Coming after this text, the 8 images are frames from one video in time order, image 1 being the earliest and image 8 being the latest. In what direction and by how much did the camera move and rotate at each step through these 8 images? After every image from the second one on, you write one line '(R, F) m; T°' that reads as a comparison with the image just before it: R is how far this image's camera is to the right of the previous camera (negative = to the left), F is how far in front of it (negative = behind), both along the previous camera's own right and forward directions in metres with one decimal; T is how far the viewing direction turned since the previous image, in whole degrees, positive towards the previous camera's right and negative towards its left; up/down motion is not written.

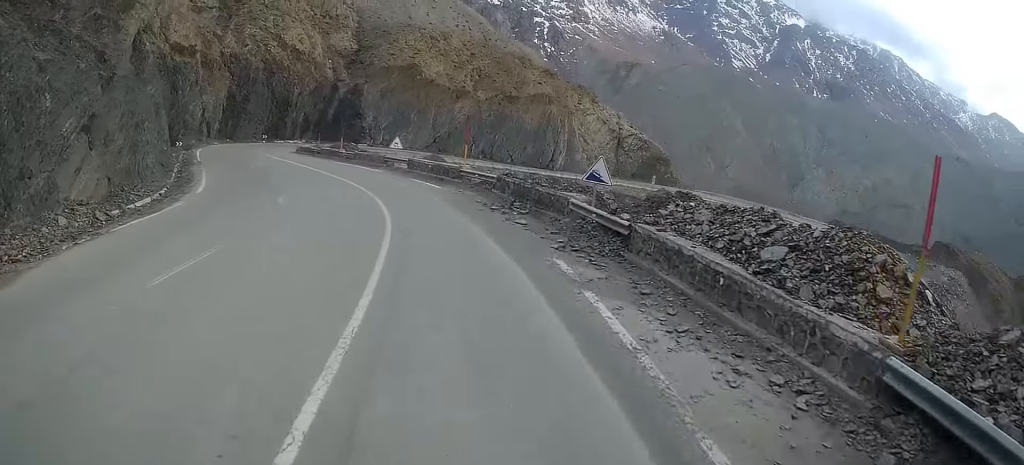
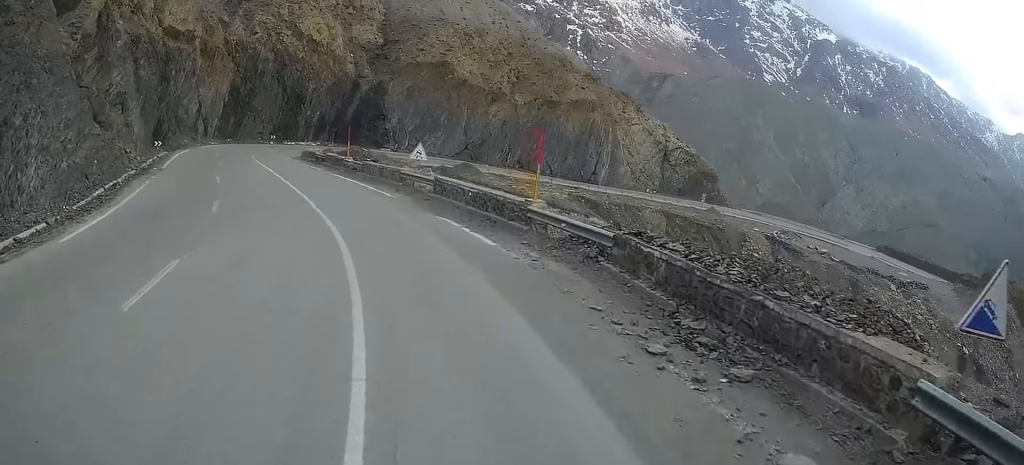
(-0.2, +13.2) m; -2°
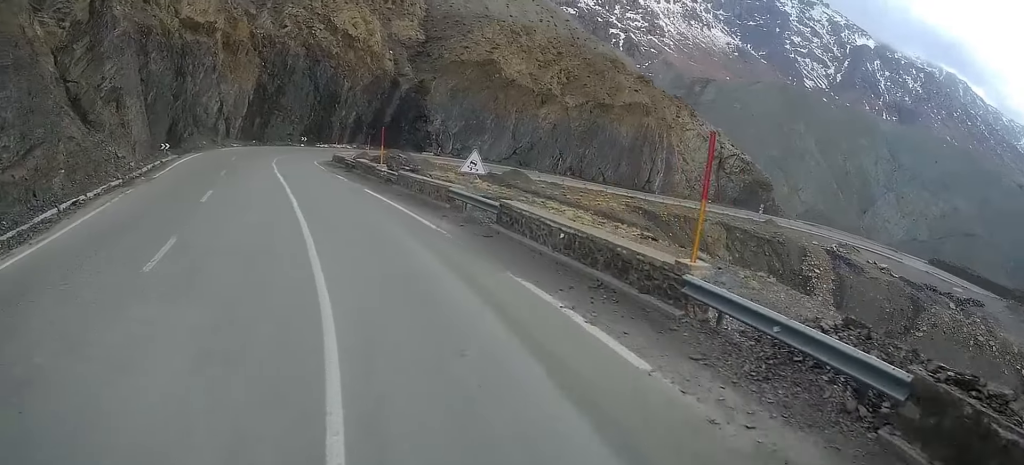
(-0.1, +7.1) m; +1°
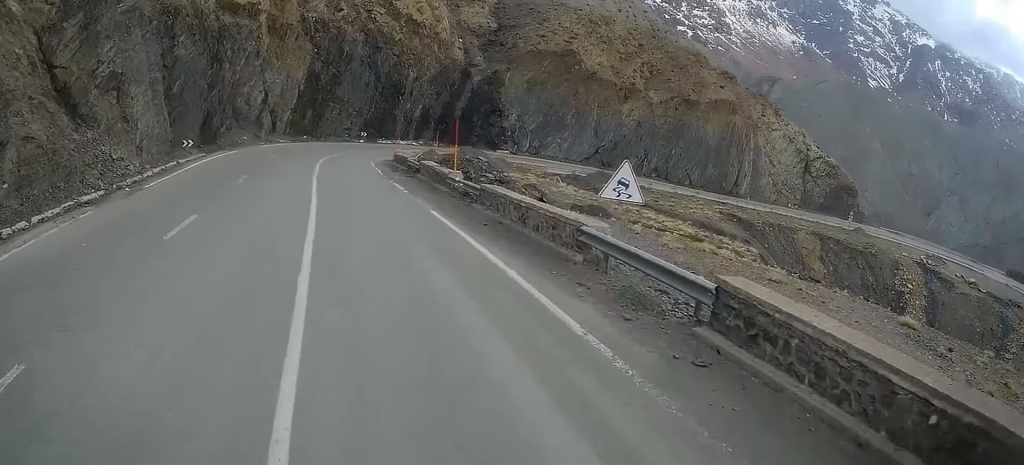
(+0.1, +8.1) m; 0°
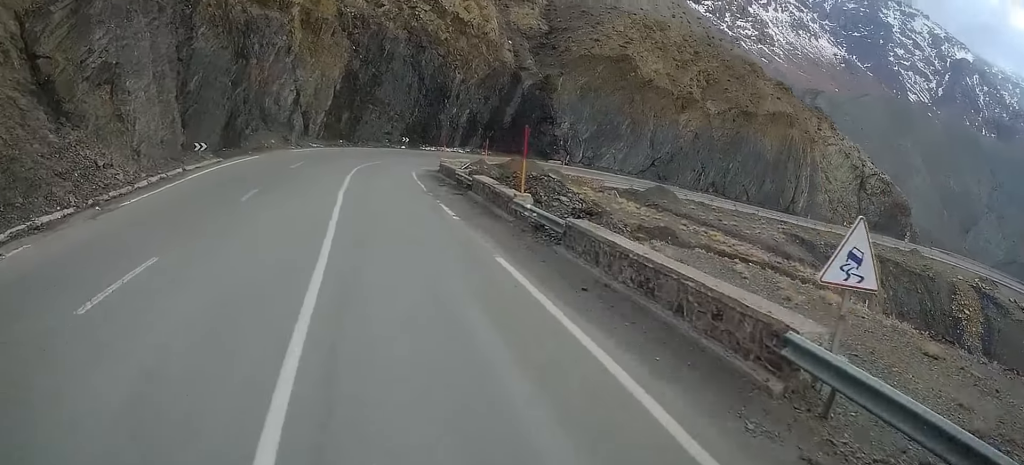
(+0.5, +5.2) m; -2°
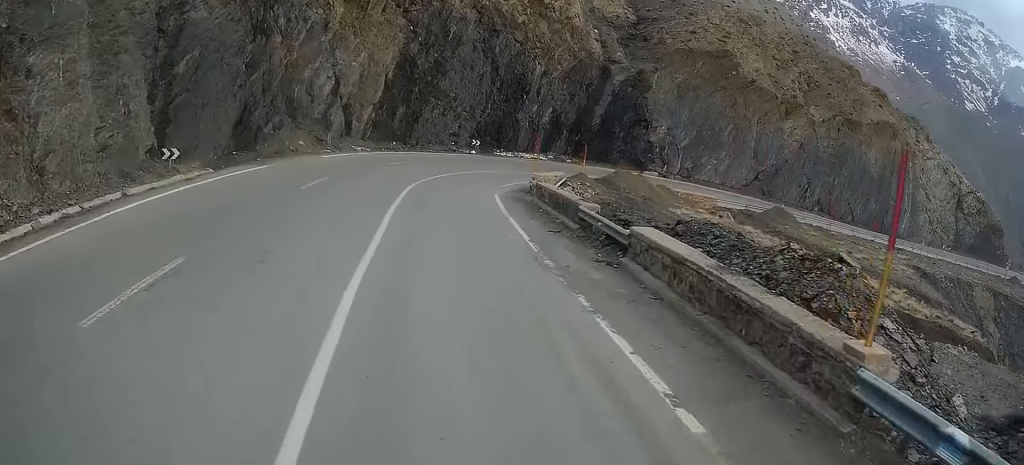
(-1.6, +11.7) m; -11°
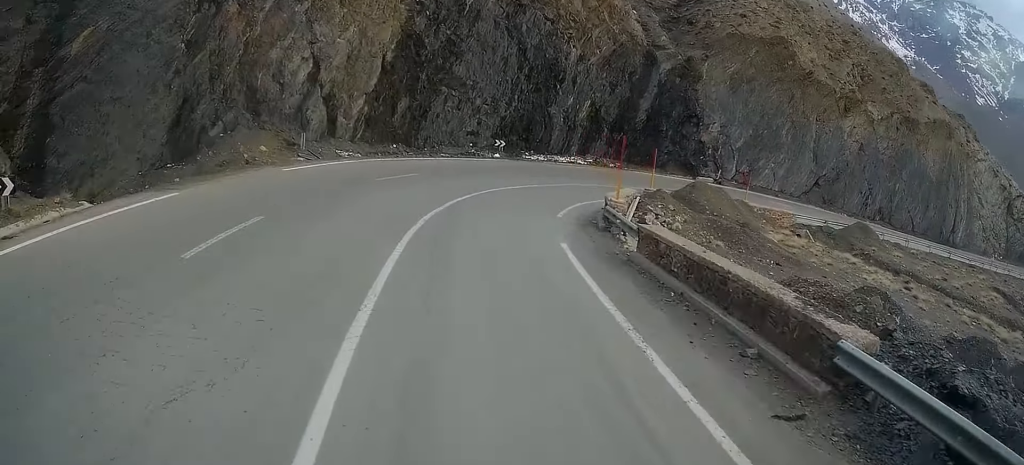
(-0.2, +10.8) m; 0°
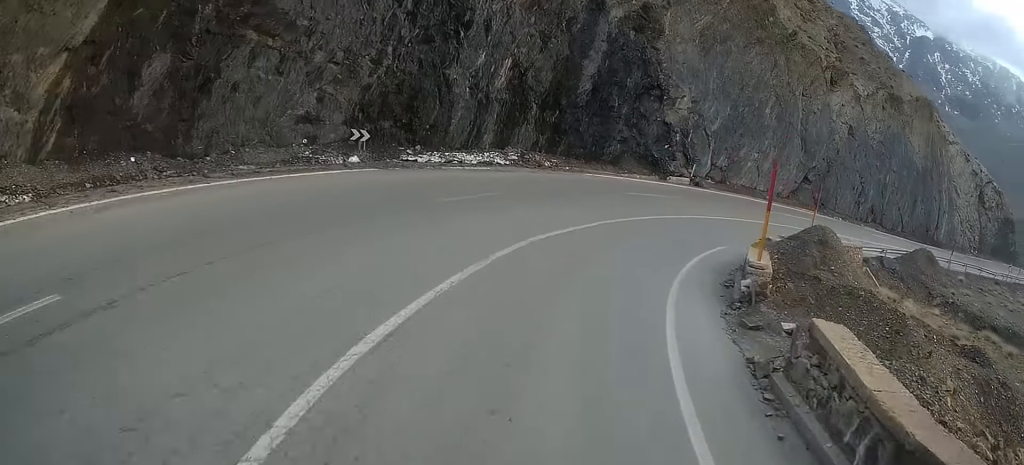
(+1.7, +19.9) m; +14°
